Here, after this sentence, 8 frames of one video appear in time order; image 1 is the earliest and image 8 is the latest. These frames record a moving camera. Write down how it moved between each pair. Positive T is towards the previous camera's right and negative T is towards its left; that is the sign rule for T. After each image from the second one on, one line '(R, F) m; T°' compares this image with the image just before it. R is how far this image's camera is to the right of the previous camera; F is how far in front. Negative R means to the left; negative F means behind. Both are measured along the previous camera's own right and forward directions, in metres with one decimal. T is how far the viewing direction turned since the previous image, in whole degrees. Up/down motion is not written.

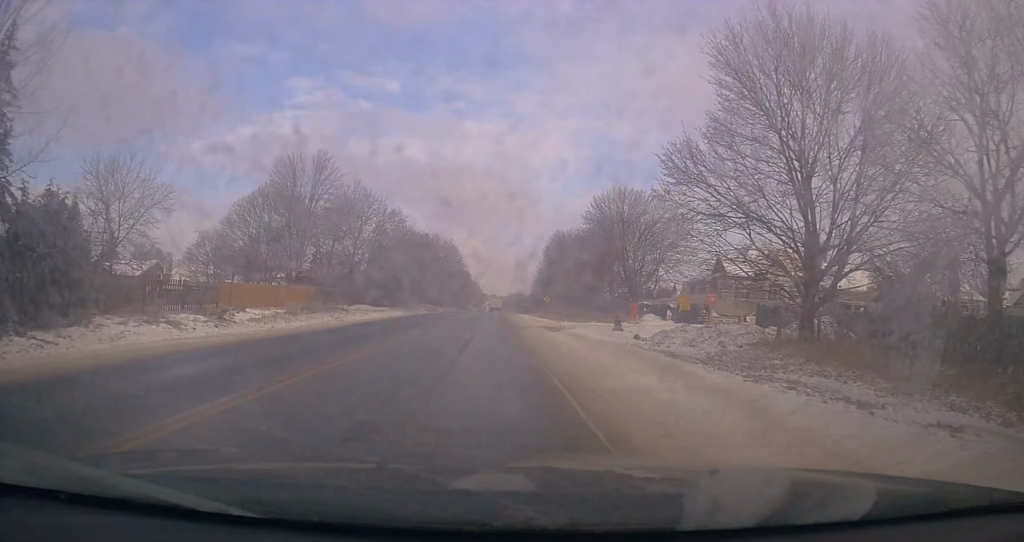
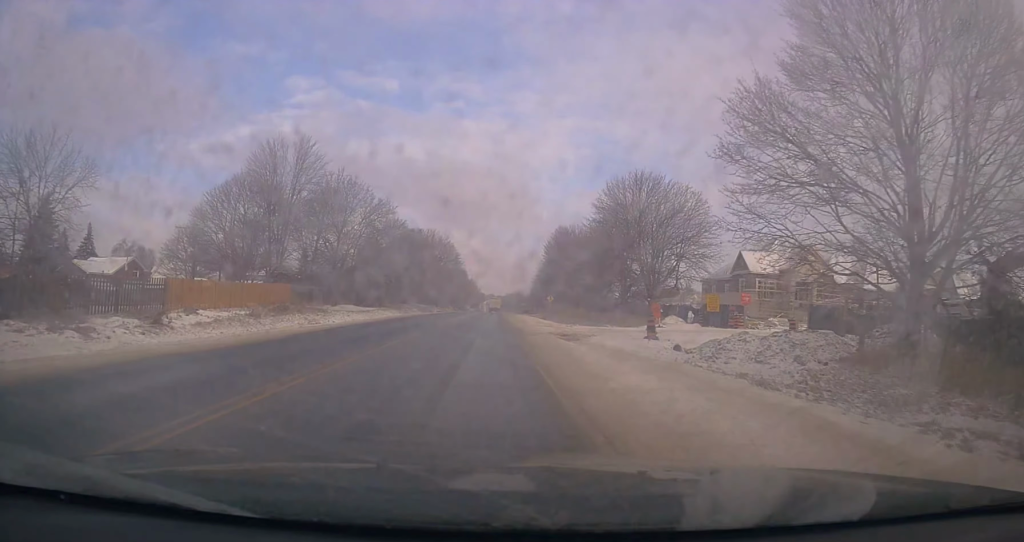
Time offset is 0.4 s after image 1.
(+0.1, +7.0) m; 0°
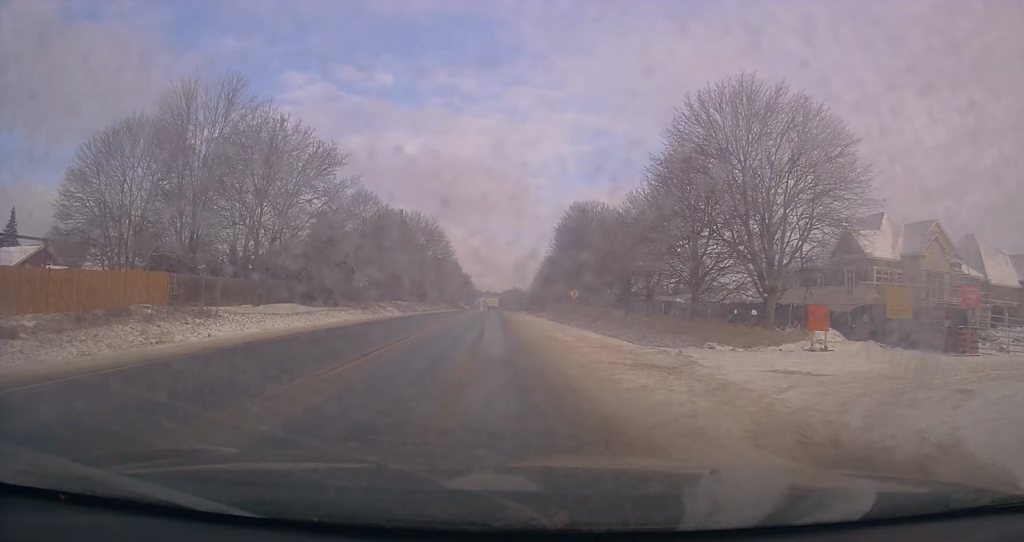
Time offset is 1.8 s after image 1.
(0.0, +21.9) m; 0°
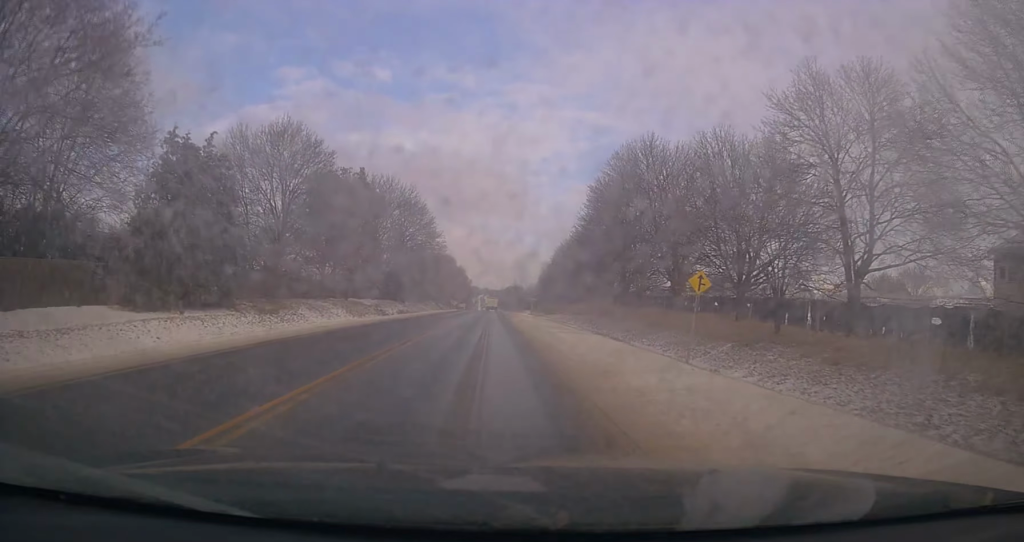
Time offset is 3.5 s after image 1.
(+0.1, +29.1) m; 0°
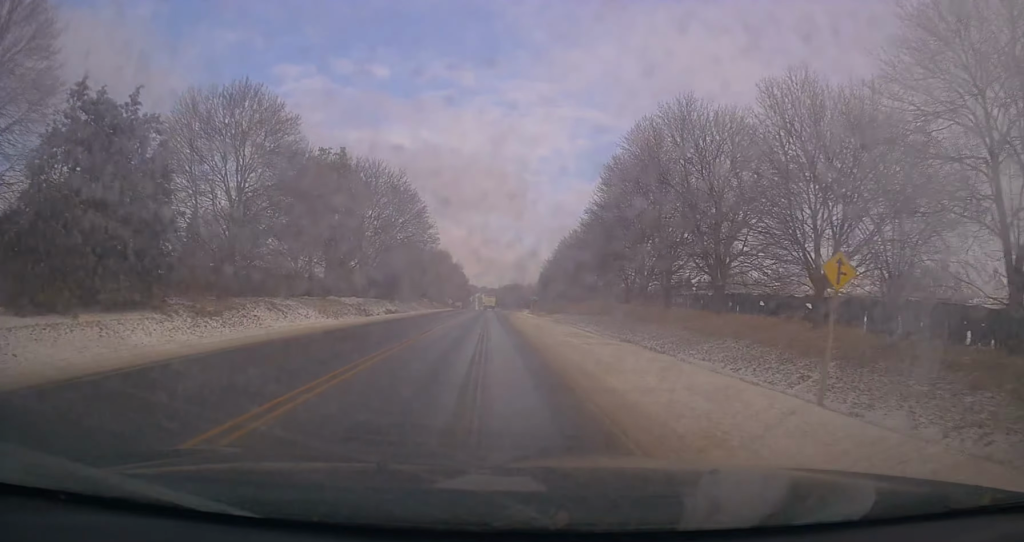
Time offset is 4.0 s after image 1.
(-0.2, +8.6) m; 0°
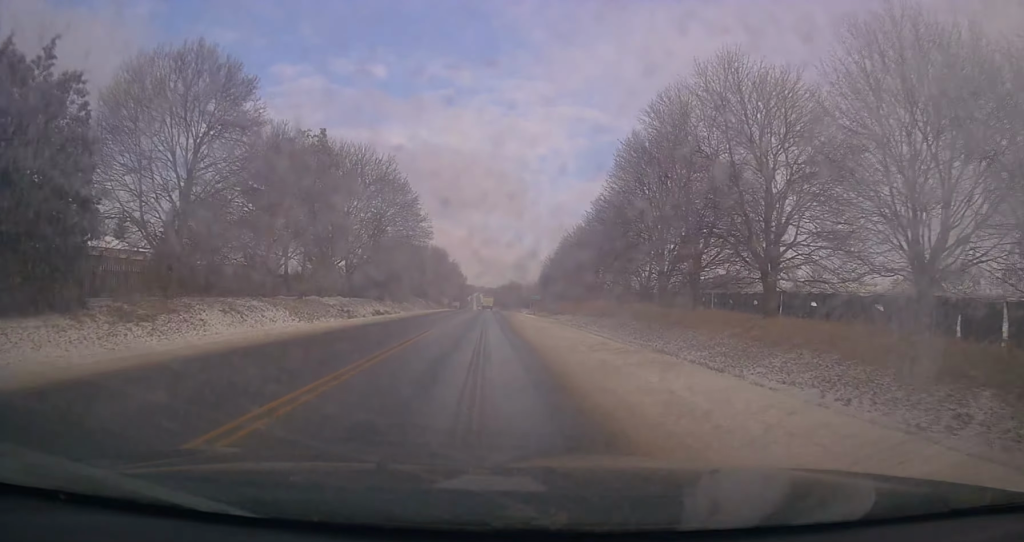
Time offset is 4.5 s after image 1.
(+0.2, +6.8) m; 0°
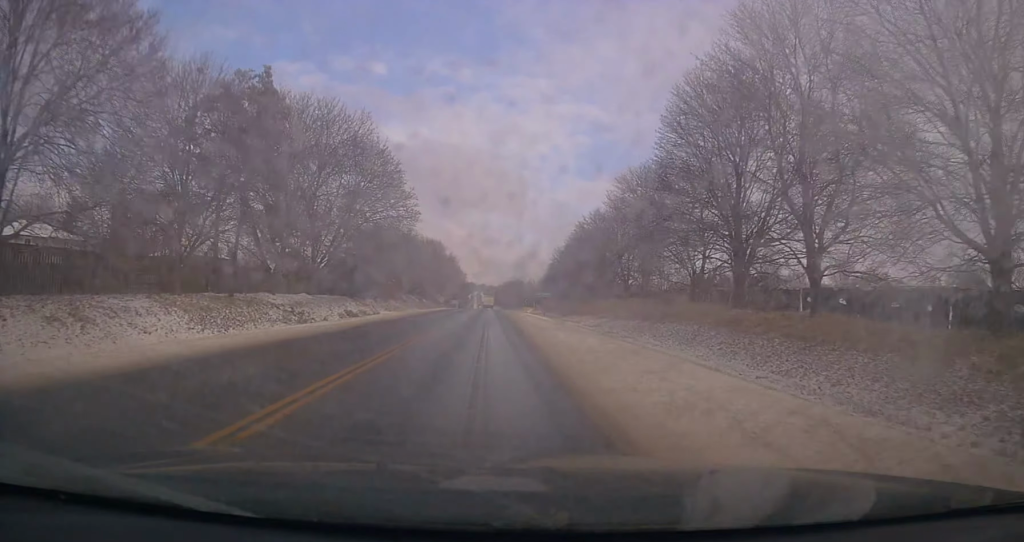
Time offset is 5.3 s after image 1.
(+0.2, +14.5) m; 0°
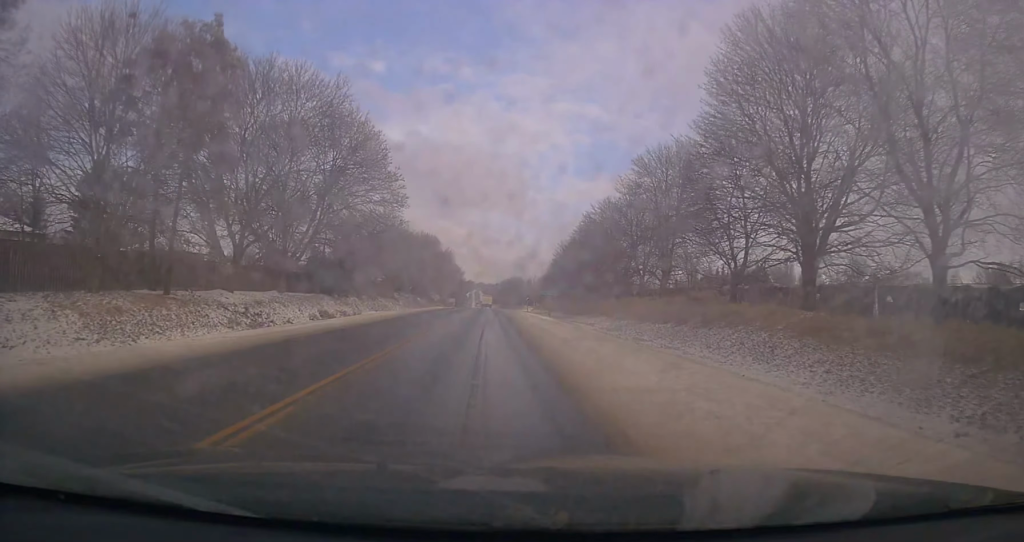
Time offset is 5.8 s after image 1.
(-0.2, +8.0) m; -1°
